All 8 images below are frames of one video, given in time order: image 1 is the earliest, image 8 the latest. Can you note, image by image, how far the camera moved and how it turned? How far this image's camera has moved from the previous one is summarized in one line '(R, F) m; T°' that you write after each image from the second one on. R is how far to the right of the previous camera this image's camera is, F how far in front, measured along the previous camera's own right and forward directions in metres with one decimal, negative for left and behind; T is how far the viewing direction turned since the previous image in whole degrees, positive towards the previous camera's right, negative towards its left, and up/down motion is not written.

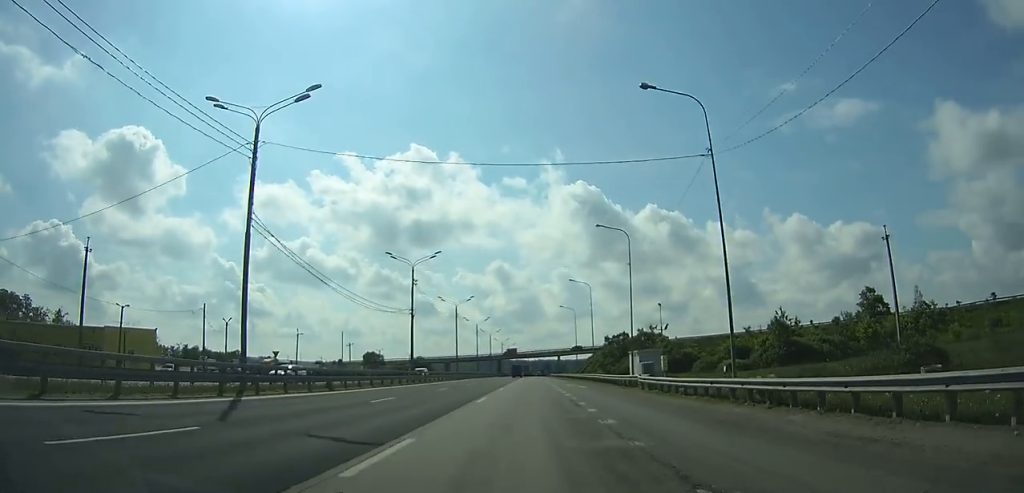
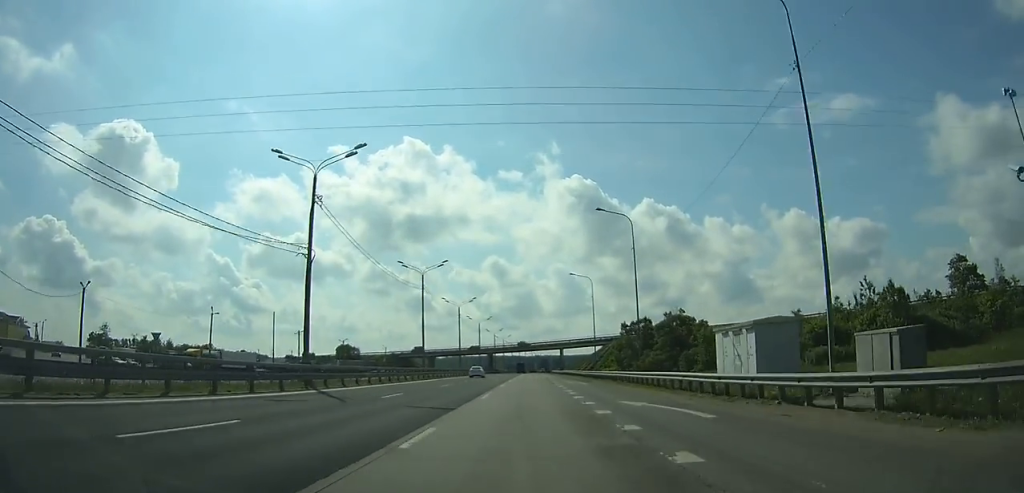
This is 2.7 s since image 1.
(+0.6, +30.2) m; +1°
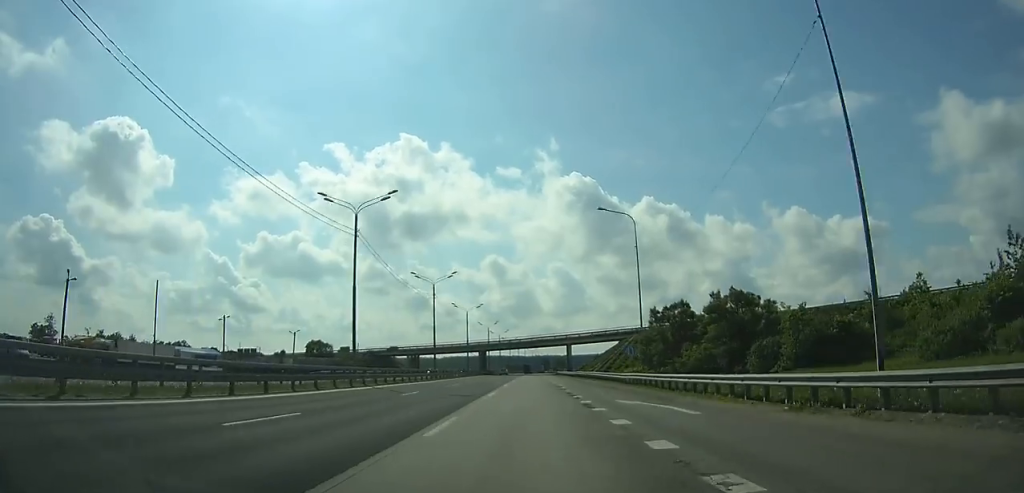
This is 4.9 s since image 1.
(+0.1, +27.3) m; 0°
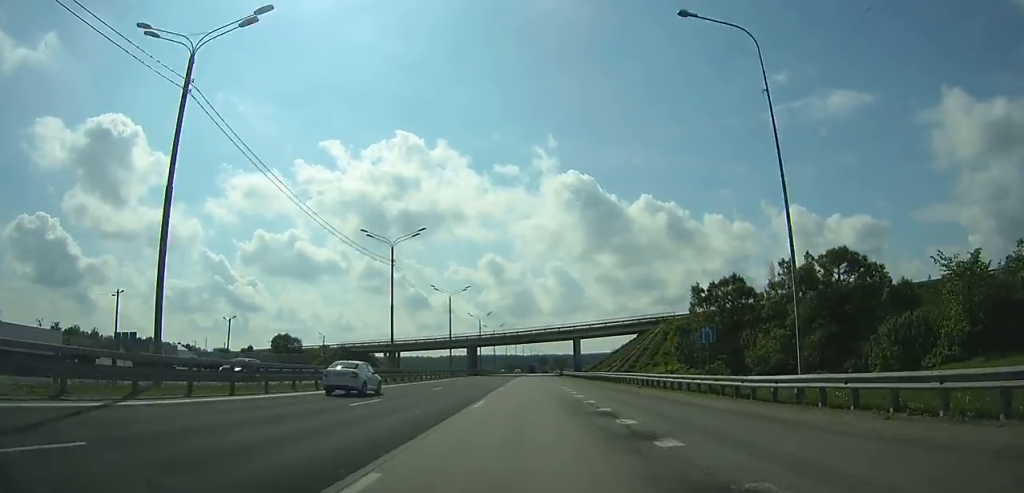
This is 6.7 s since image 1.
(0.0, +23.4) m; 0°
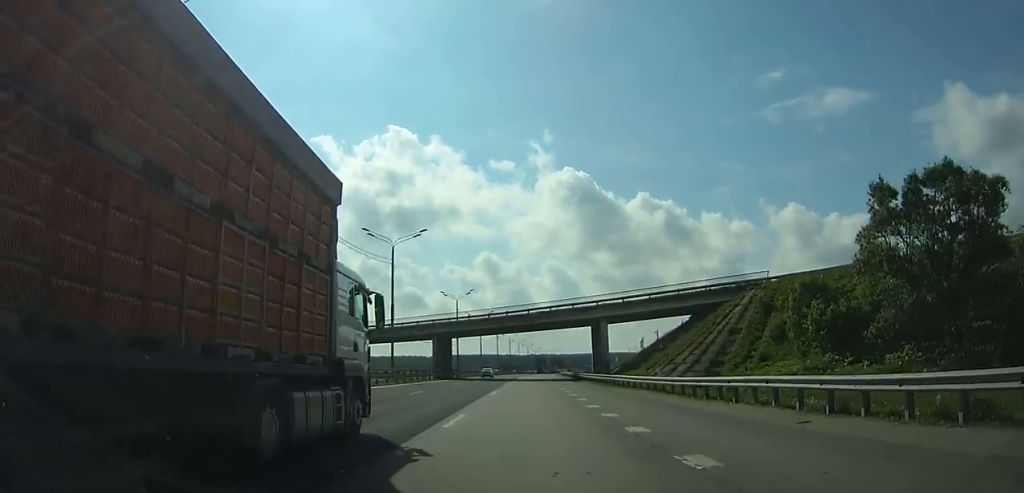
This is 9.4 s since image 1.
(-0.1, +37.1) m; 0°
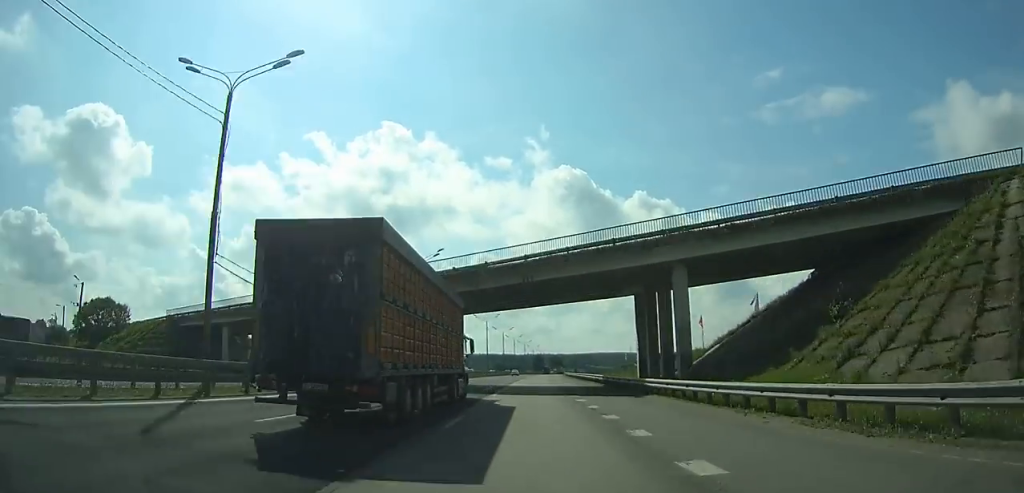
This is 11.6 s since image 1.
(+0.2, +31.9) m; 0°
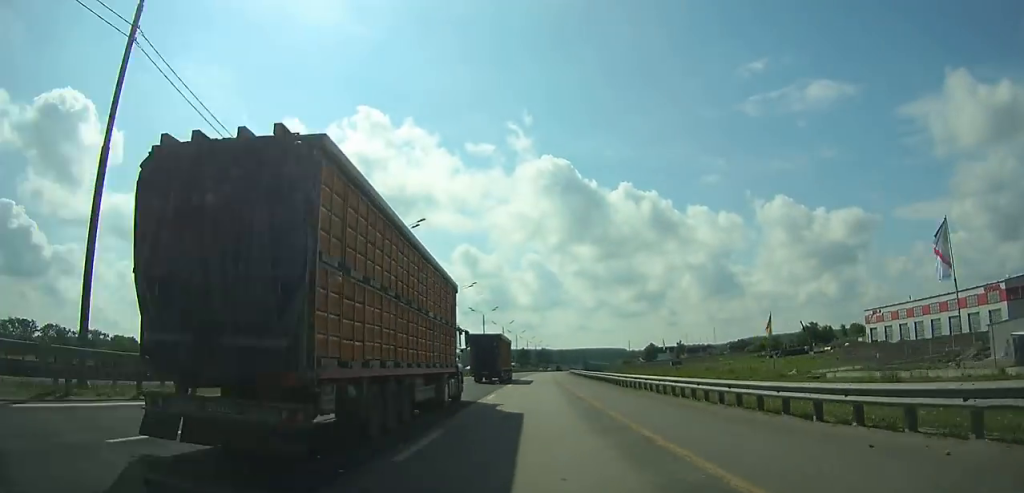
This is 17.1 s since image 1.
(+0.2, +88.4) m; 0°
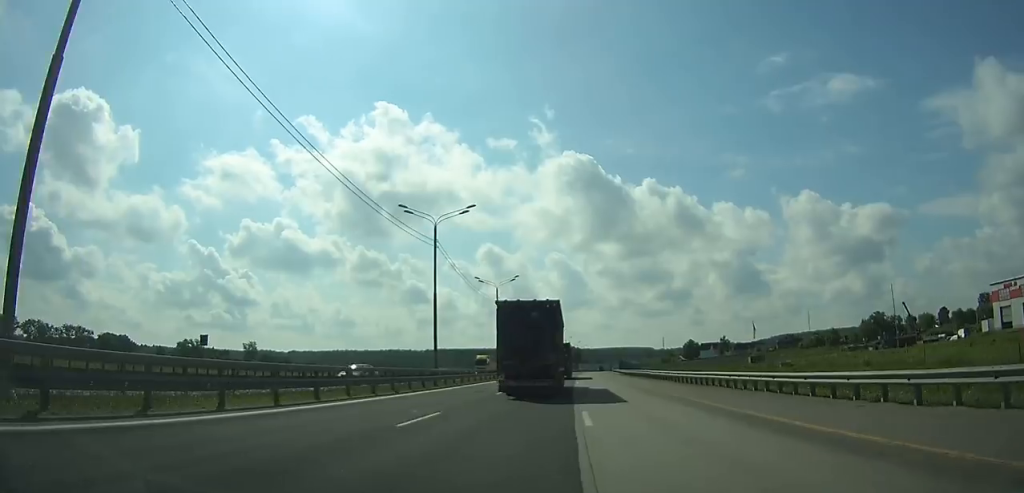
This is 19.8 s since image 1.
(-0.1, +47.0) m; +1°
